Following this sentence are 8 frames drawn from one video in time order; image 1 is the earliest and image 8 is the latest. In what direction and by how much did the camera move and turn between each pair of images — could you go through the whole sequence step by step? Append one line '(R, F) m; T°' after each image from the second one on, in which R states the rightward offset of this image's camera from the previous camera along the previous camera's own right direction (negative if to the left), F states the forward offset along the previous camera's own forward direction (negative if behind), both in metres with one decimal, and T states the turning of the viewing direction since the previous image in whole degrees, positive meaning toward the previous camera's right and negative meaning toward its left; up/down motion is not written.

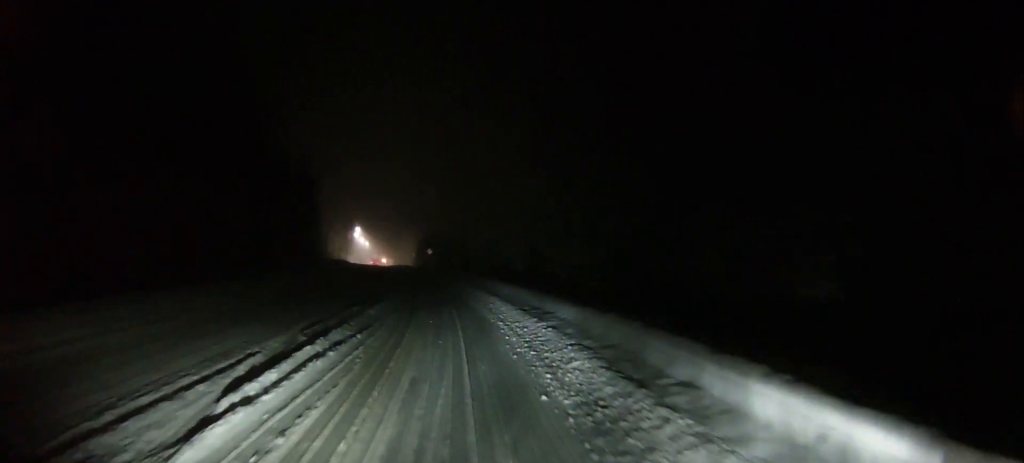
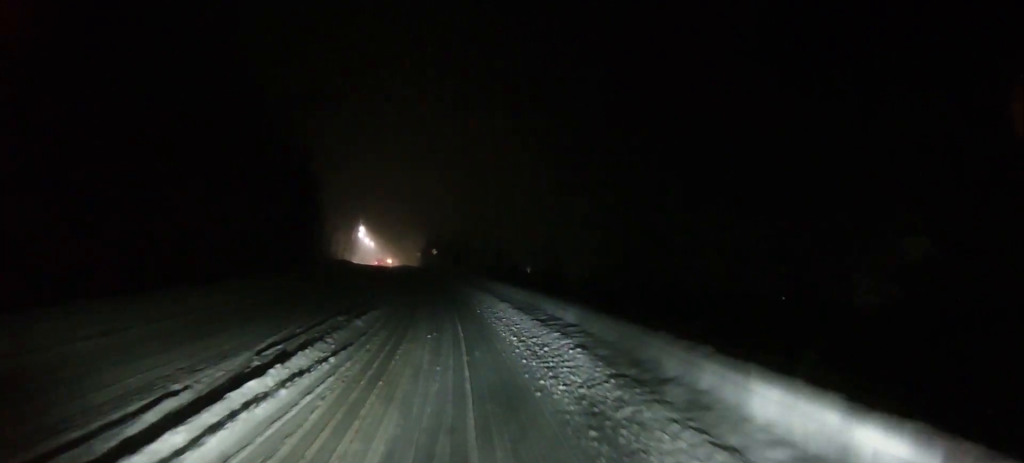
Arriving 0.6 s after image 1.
(0.0, +4.5) m; 0°
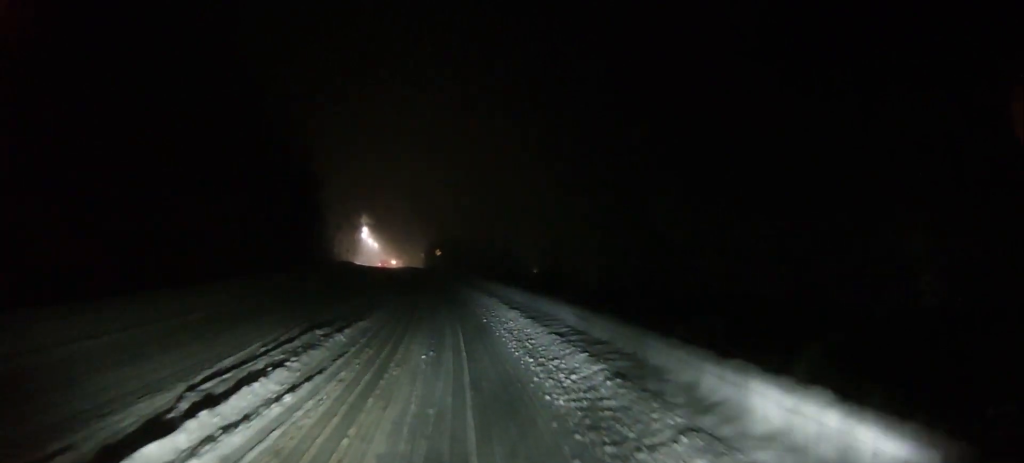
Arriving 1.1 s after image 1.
(0.0, +4.0) m; -1°
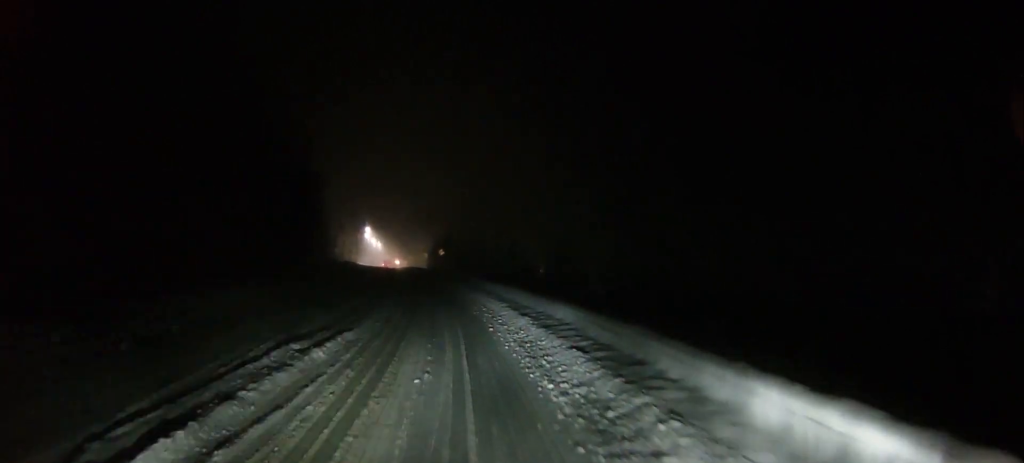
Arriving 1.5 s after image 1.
(+0.1, +3.2) m; -1°
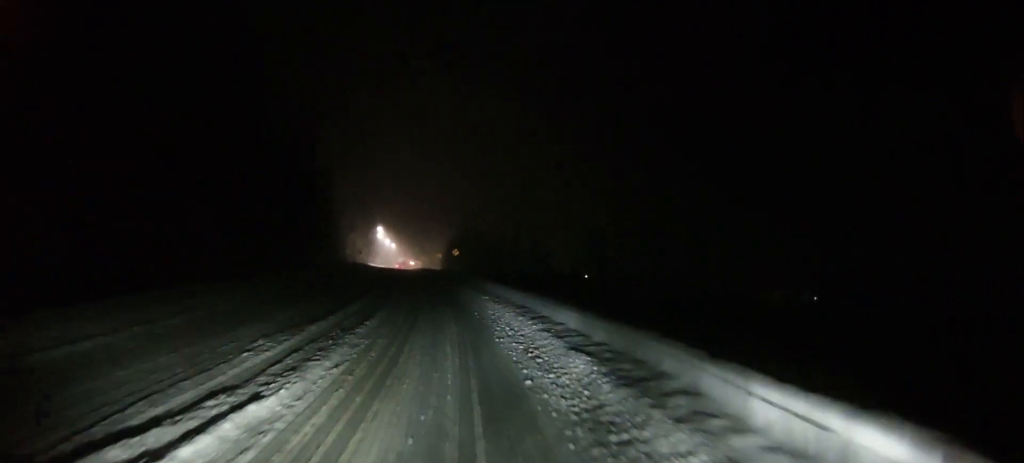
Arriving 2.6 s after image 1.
(-0.4, +9.8) m; -3°
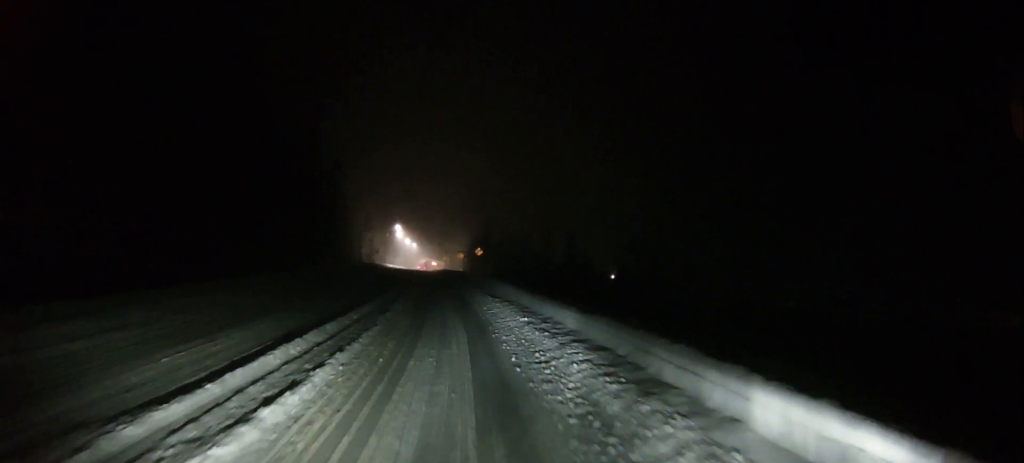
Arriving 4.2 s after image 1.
(-0.4, +13.7) m; -2°
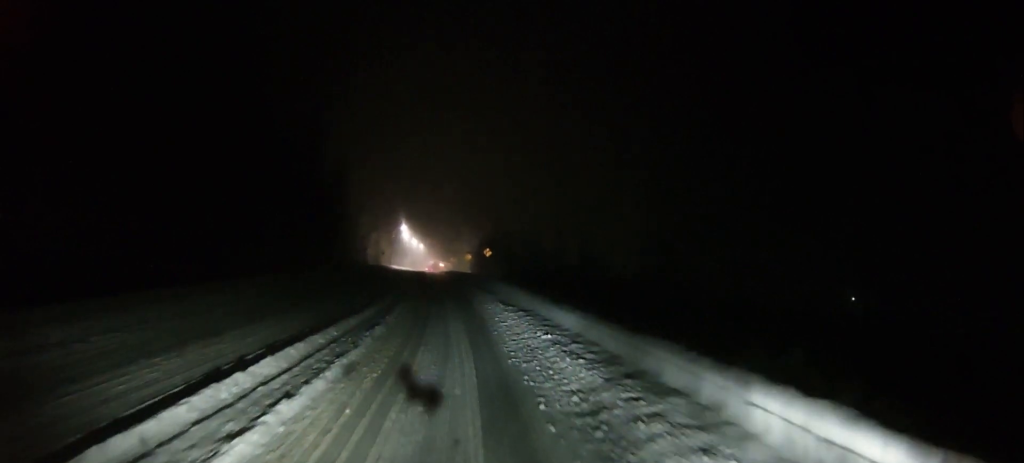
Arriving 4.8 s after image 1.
(-0.1, +5.3) m; 0°
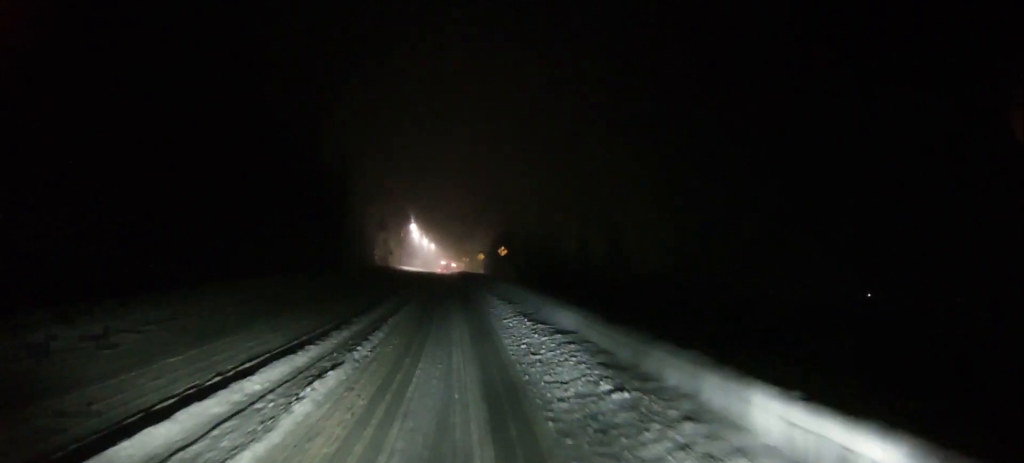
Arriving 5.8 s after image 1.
(+0.2, +8.8) m; 0°
